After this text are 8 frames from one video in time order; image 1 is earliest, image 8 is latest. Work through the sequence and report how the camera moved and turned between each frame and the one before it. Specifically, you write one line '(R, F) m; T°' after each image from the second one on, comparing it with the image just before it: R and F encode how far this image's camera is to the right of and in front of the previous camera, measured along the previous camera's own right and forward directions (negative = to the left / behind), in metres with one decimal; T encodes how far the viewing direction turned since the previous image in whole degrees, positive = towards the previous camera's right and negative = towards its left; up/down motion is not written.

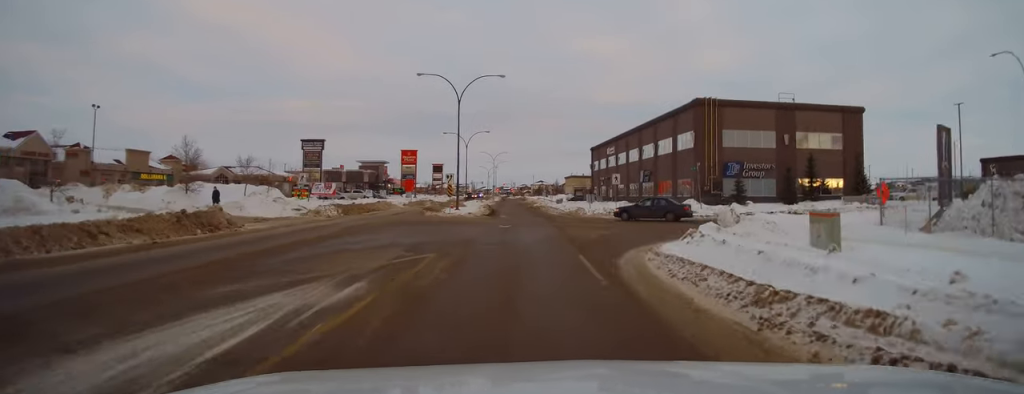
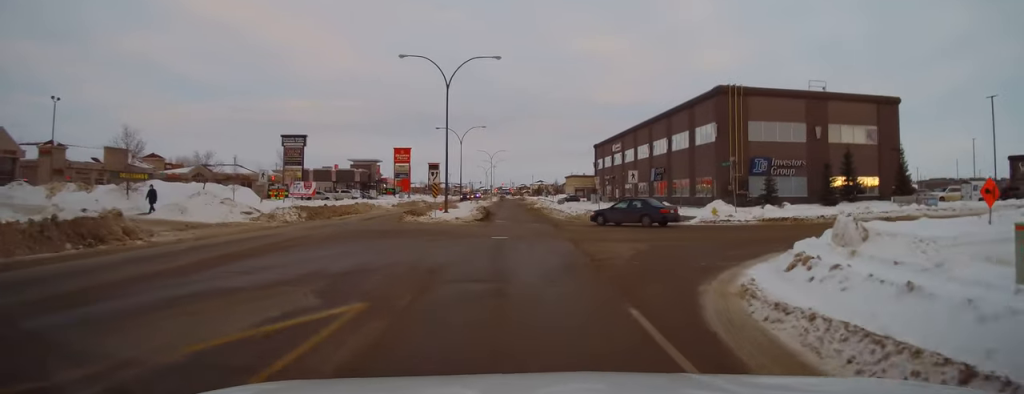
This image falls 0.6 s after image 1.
(+0.1, +7.4) m; -1°
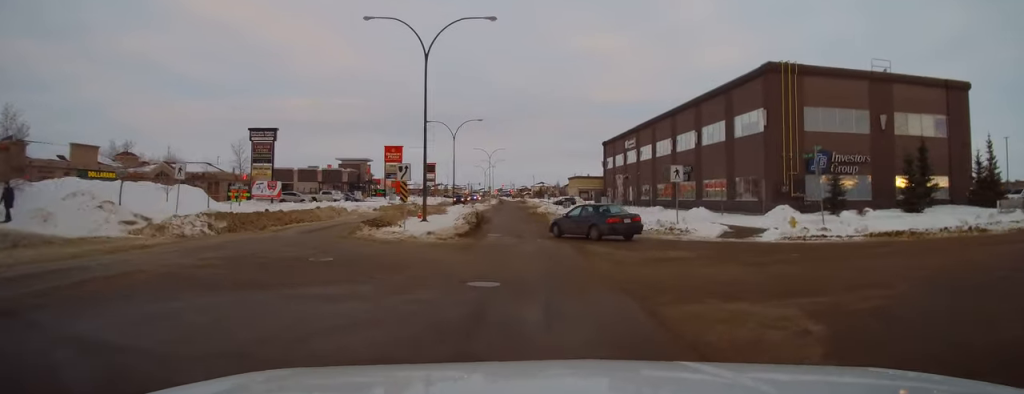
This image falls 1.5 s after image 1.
(-0.4, +10.9) m; -2°
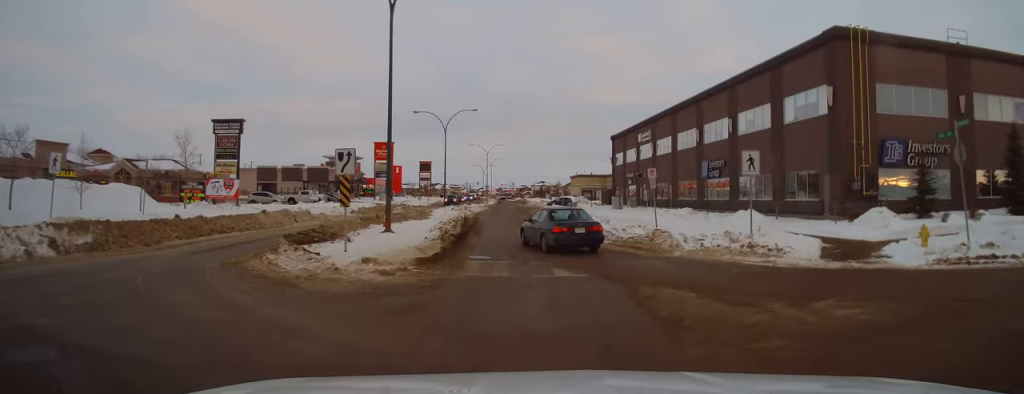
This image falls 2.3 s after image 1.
(0.0, +9.5) m; 0°
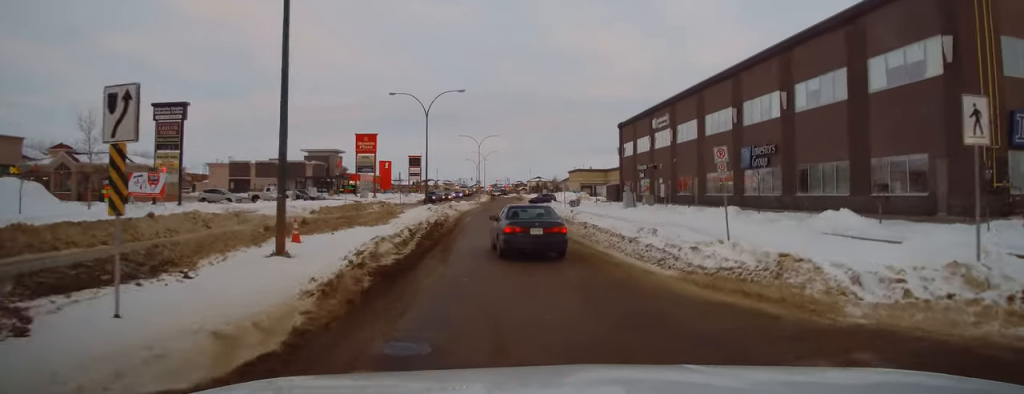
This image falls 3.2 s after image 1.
(0.0, +10.8) m; +2°
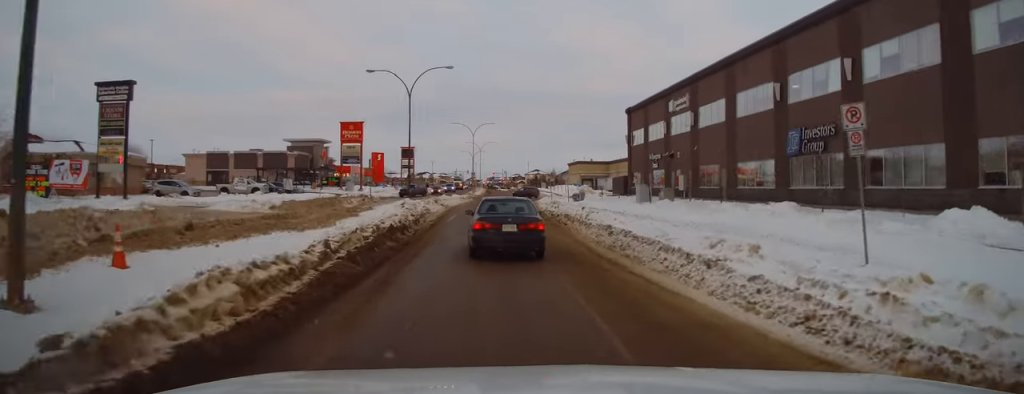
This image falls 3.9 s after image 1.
(+0.3, +8.0) m; 0°
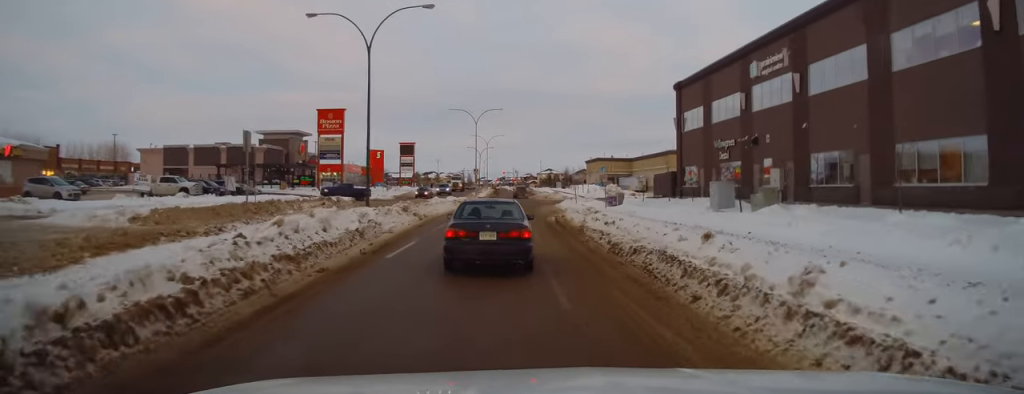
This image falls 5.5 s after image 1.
(-0.4, +17.9) m; -2°
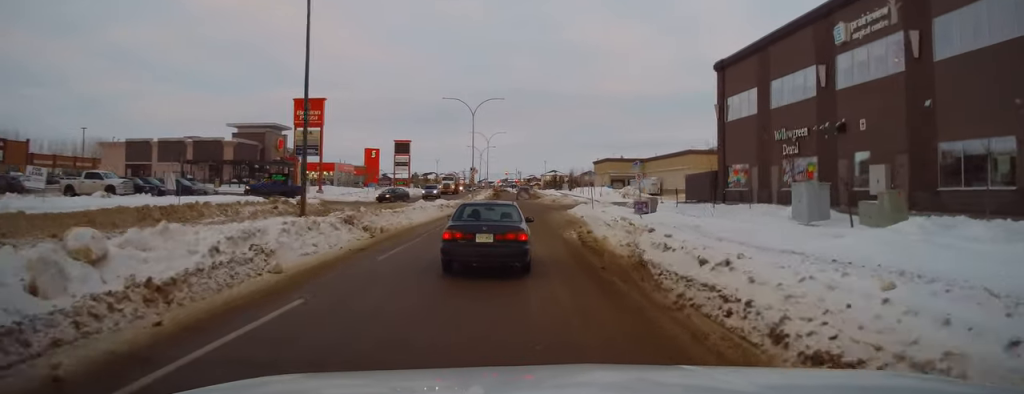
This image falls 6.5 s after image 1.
(+0.1, +10.8) m; +2°
